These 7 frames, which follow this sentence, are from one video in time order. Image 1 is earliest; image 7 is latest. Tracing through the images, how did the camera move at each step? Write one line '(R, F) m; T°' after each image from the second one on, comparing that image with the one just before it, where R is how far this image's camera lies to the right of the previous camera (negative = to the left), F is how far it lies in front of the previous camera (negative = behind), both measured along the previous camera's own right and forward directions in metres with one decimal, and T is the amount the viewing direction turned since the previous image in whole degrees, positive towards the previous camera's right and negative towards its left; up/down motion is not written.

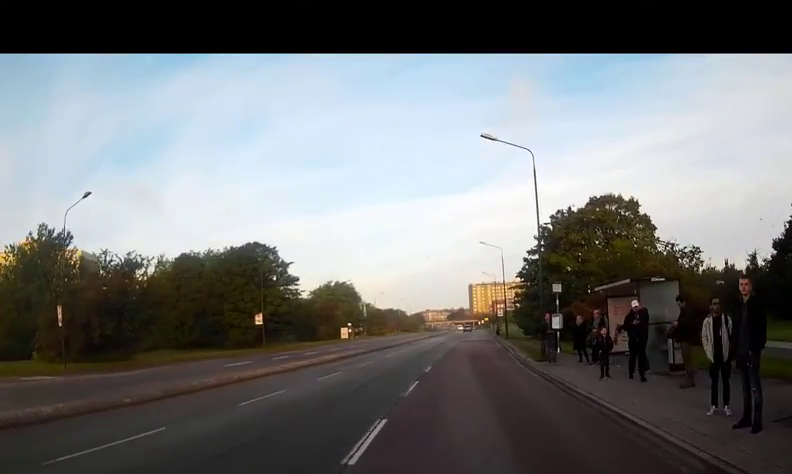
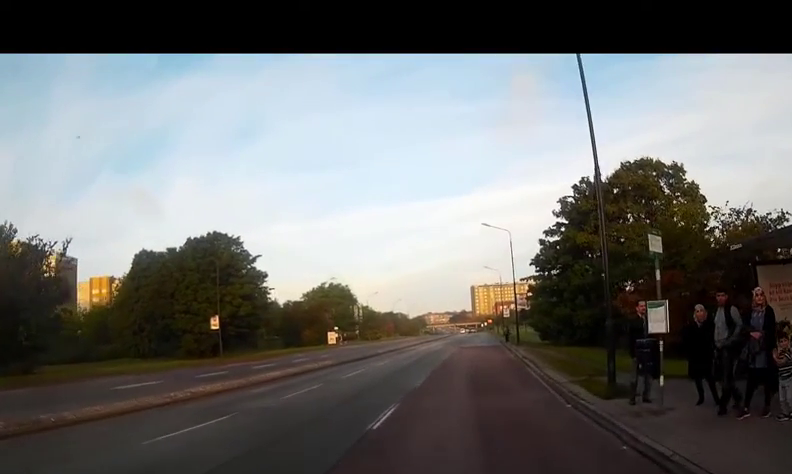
(-0.2, +9.9) m; -3°
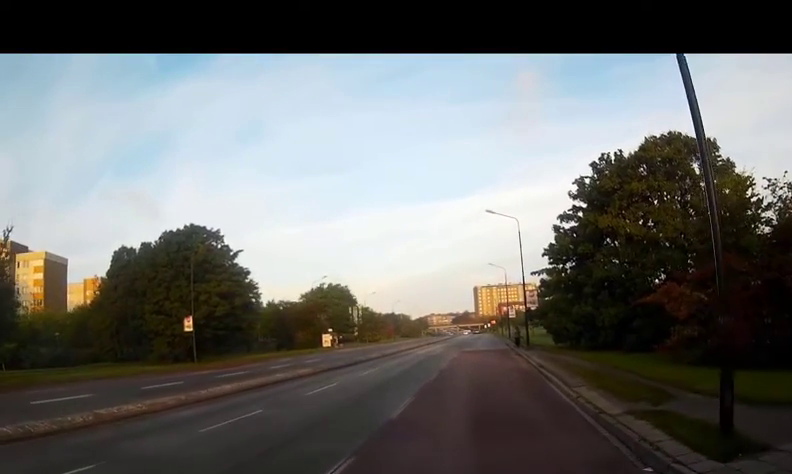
(-0.2, +4.9) m; -4°
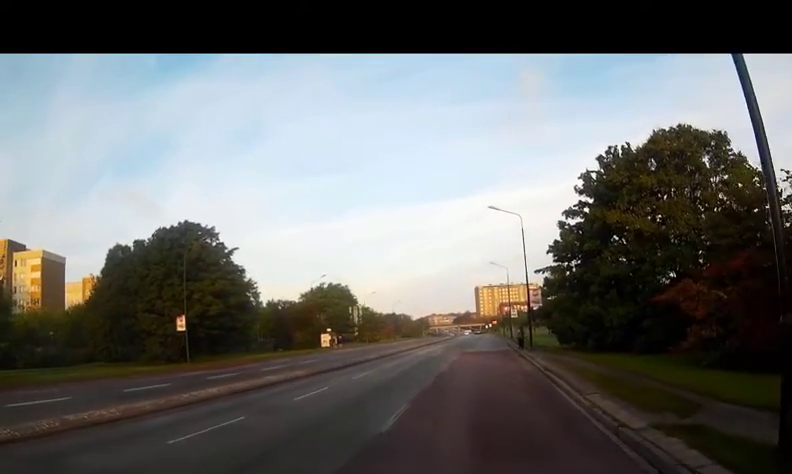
(0.0, +1.3) m; -1°
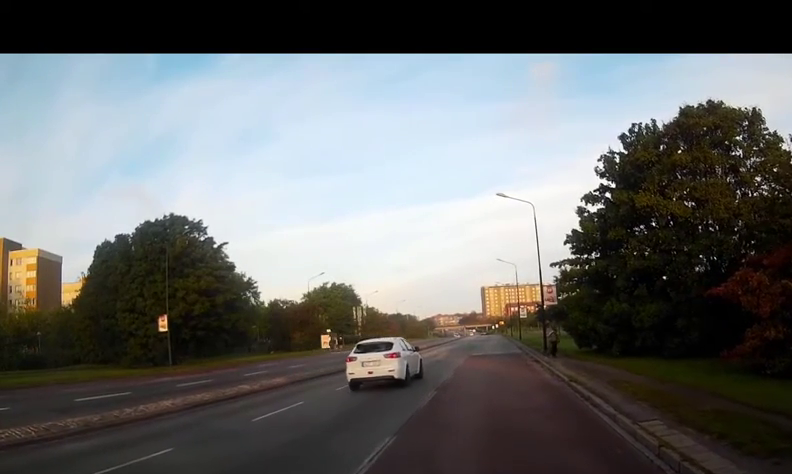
(+0.1, +3.8) m; 0°
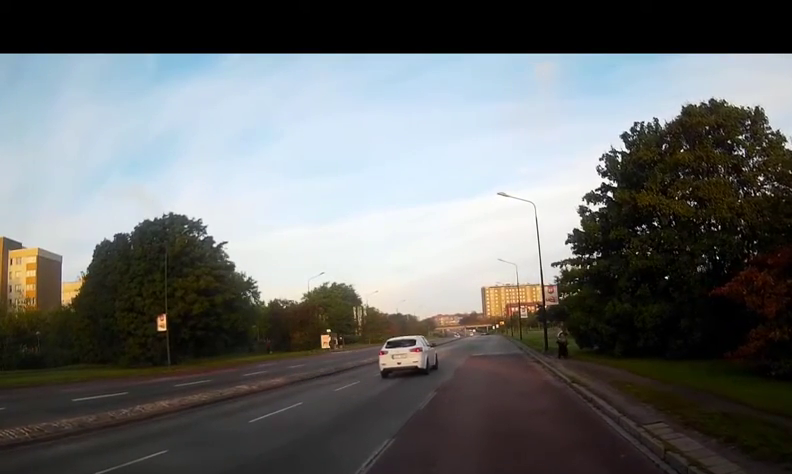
(+0.1, +0.2) m; 0°
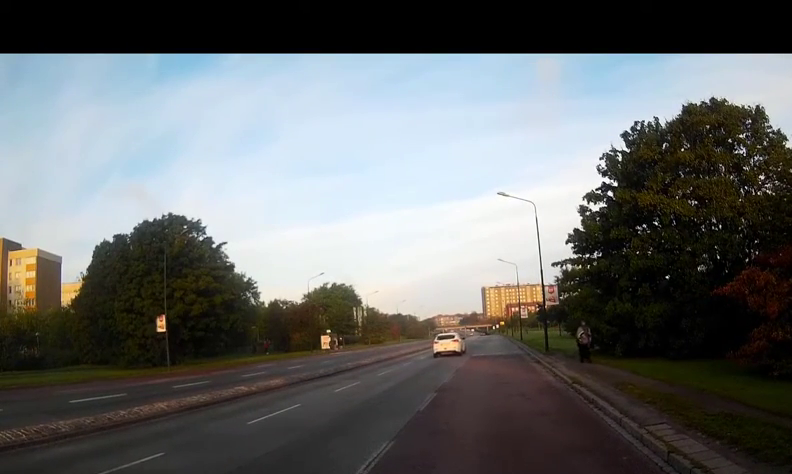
(+0.2, +0.2) m; 0°
